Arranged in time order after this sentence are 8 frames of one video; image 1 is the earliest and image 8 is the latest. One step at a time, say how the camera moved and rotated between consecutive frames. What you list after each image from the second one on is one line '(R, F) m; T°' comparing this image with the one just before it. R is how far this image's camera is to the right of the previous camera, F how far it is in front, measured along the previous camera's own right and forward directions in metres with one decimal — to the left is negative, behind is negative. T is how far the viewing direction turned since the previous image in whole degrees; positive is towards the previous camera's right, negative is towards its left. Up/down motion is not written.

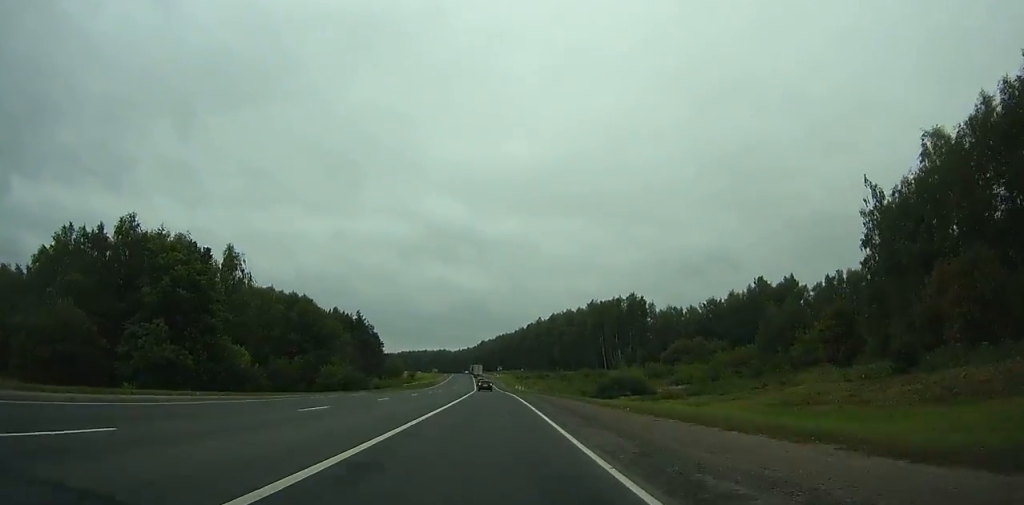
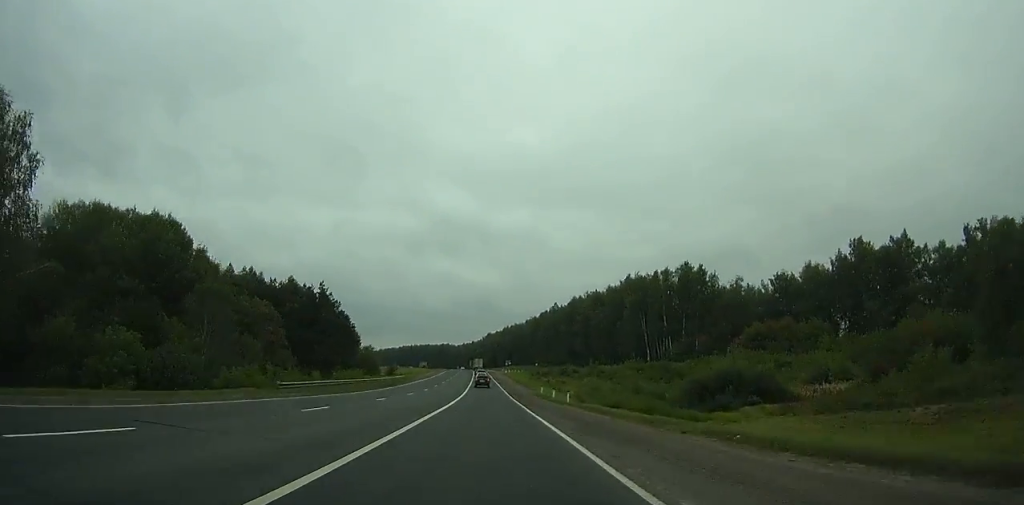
(-0.2, +47.7) m; -1°
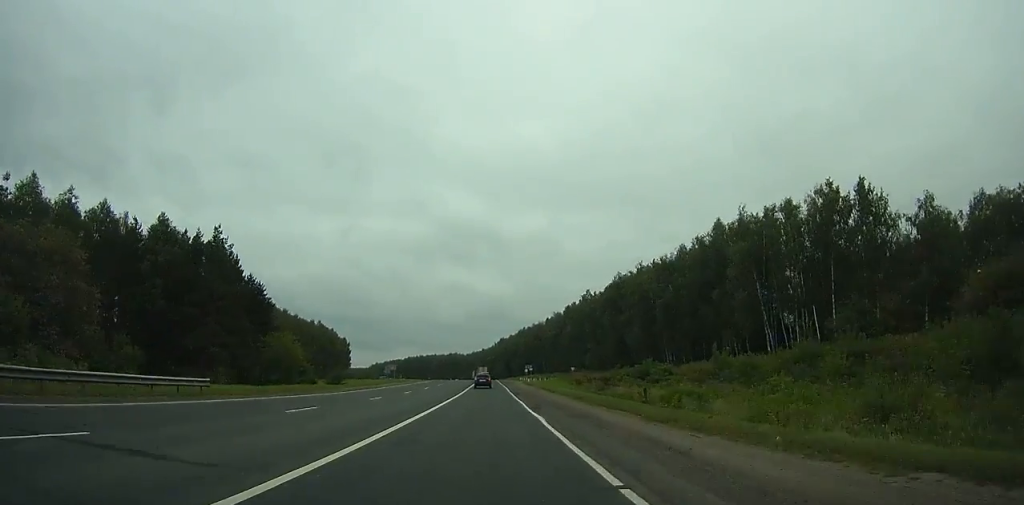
(-0.8, +62.5) m; -1°
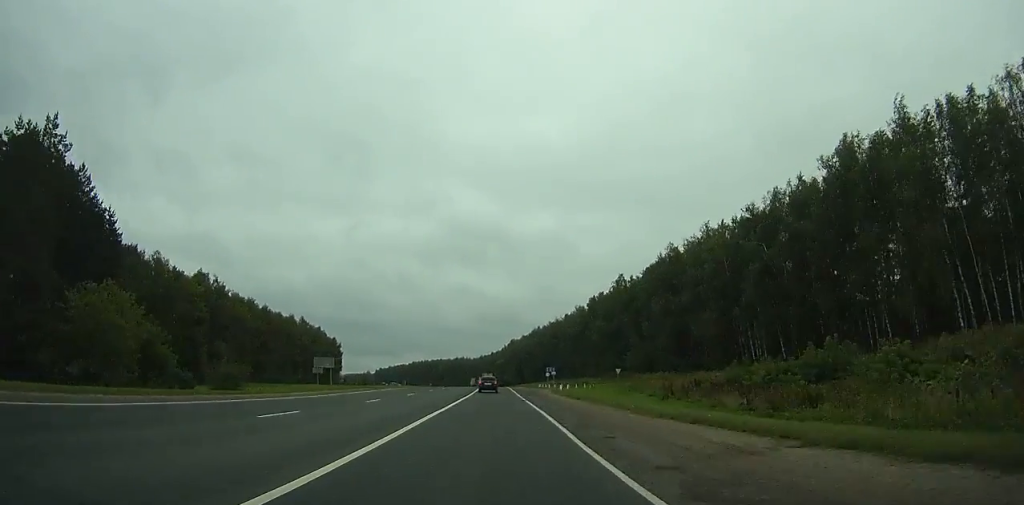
(-0.4, +39.5) m; -1°
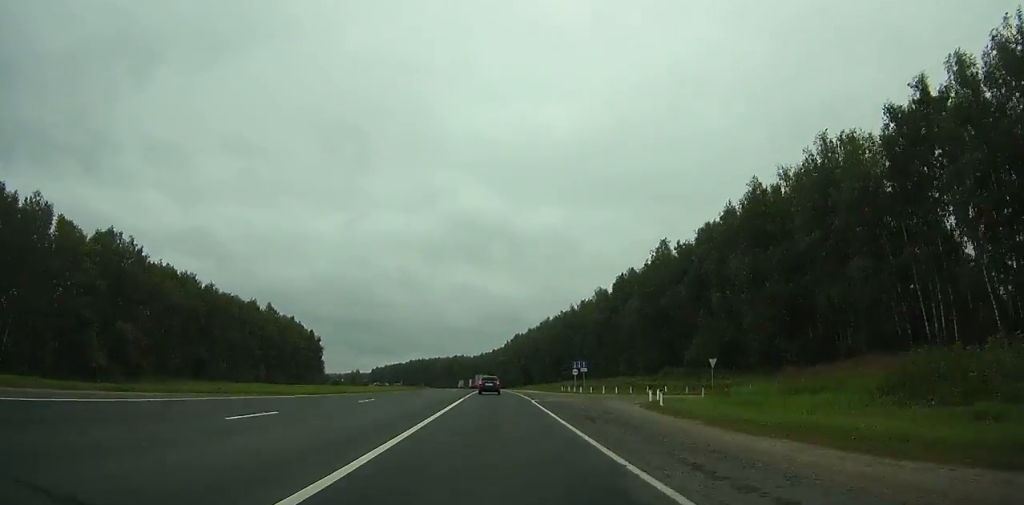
(-0.2, +38.6) m; -1°
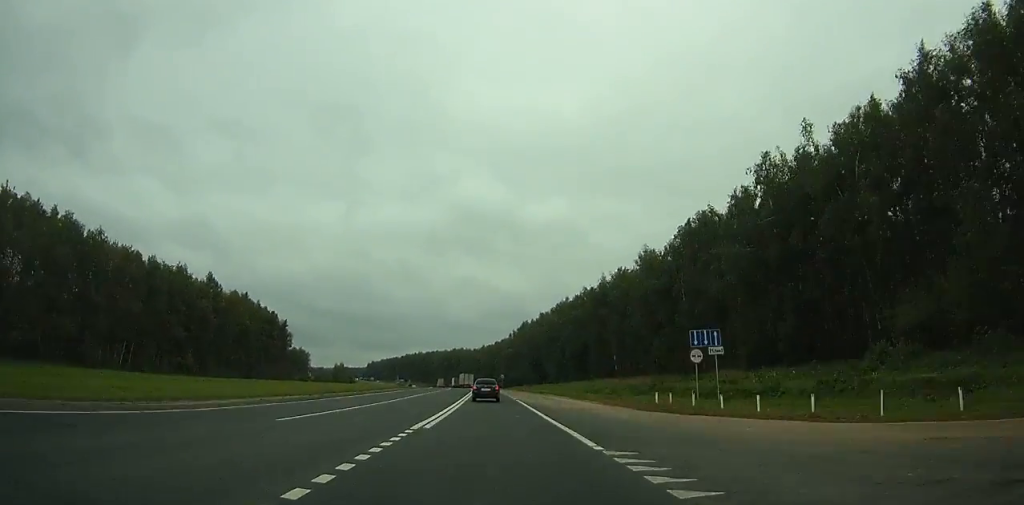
(-0.1, +46.2) m; -1°
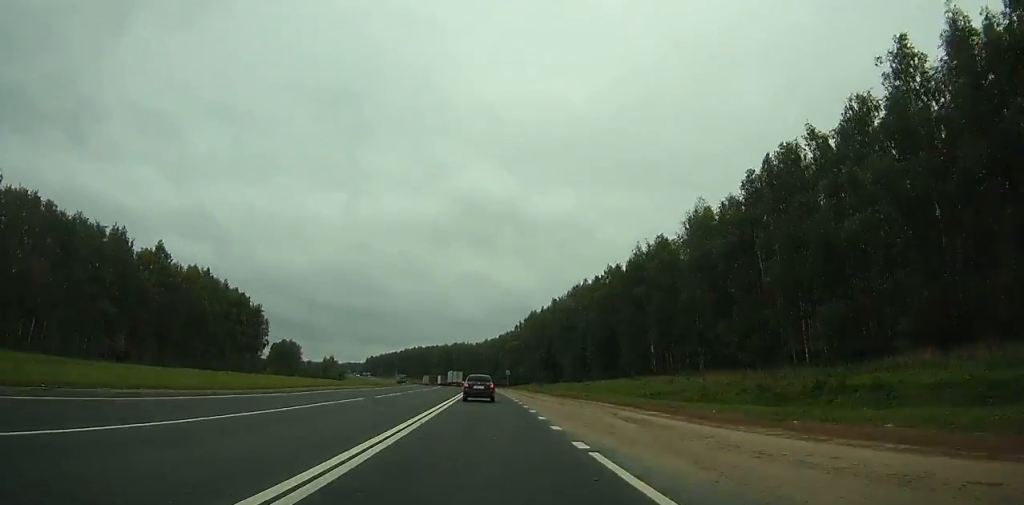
(-0.1, +28.4) m; -1°
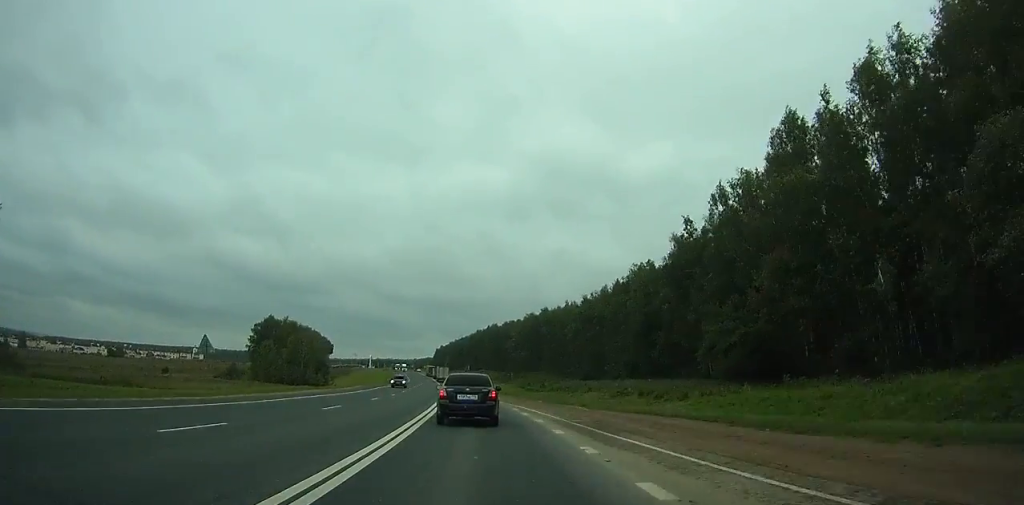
(-8.5, +152.7) m; -9°
